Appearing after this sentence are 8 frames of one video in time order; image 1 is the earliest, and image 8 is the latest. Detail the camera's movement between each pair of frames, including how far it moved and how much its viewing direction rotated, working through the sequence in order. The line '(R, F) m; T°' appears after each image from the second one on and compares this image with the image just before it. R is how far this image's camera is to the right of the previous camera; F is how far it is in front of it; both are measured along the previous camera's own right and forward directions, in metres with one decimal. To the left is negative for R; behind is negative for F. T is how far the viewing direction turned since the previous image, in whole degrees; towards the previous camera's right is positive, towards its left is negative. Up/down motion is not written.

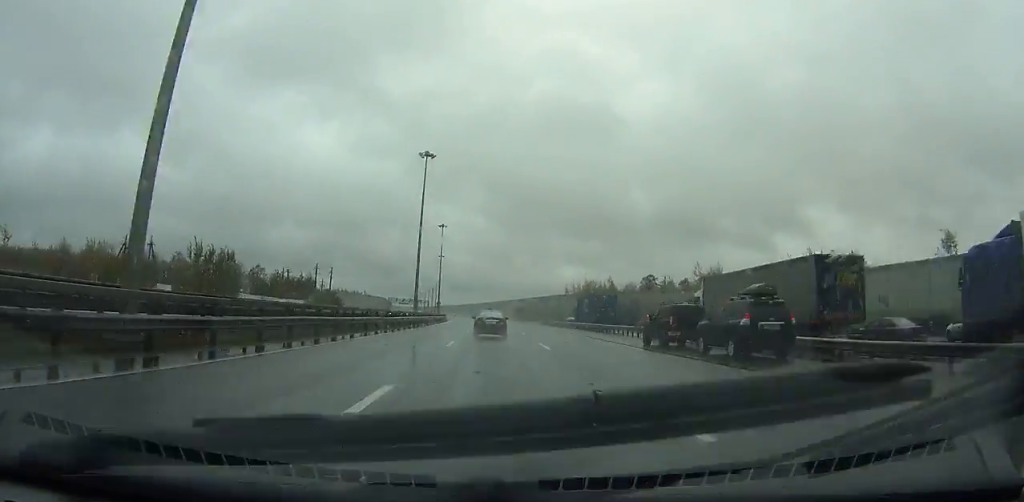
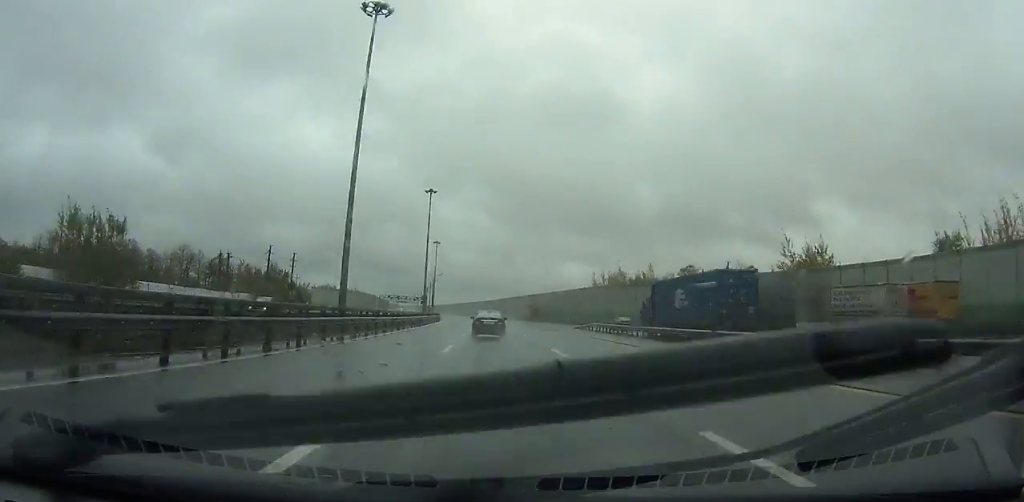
(+0.2, +36.2) m; 0°
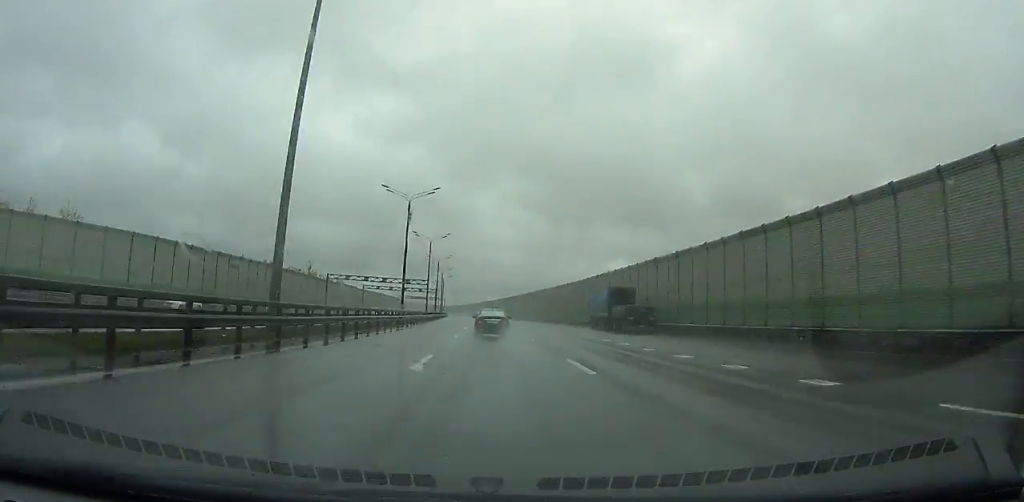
(-3.1, +135.1) m; -4°
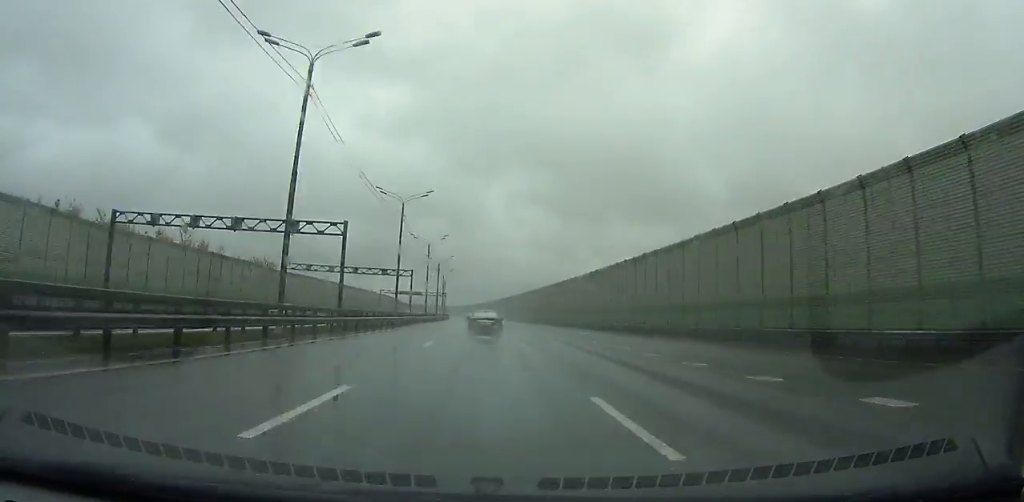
(-2.1, +72.2) m; -2°
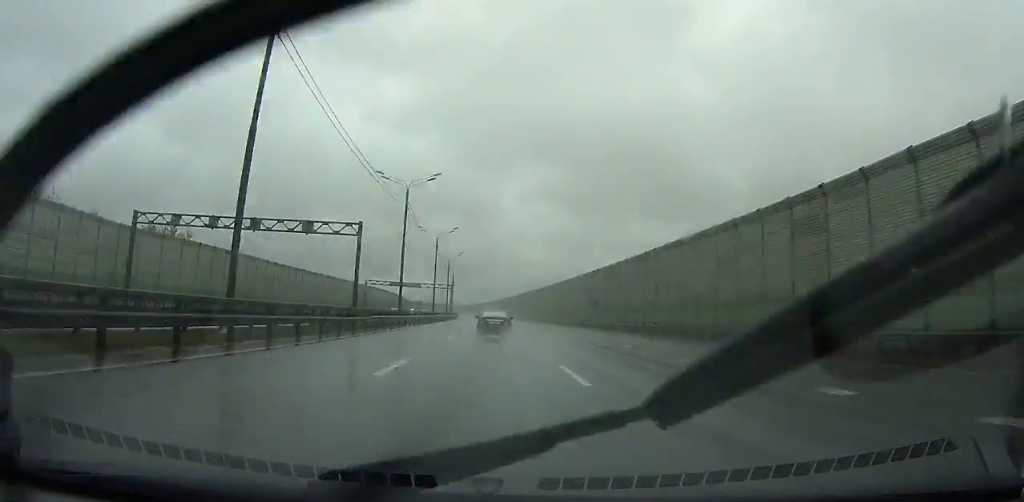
(-0.6, +43.1) m; -1°
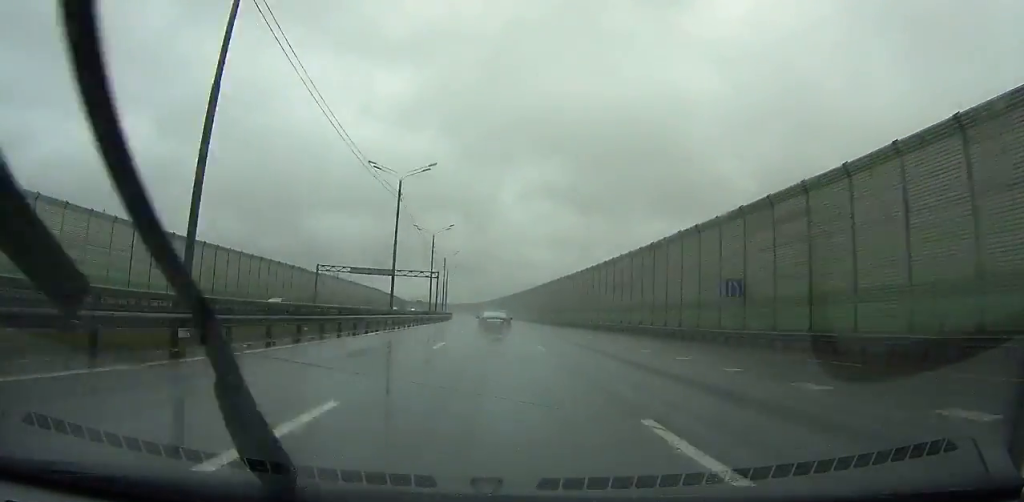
(-0.3, +40.2) m; -1°
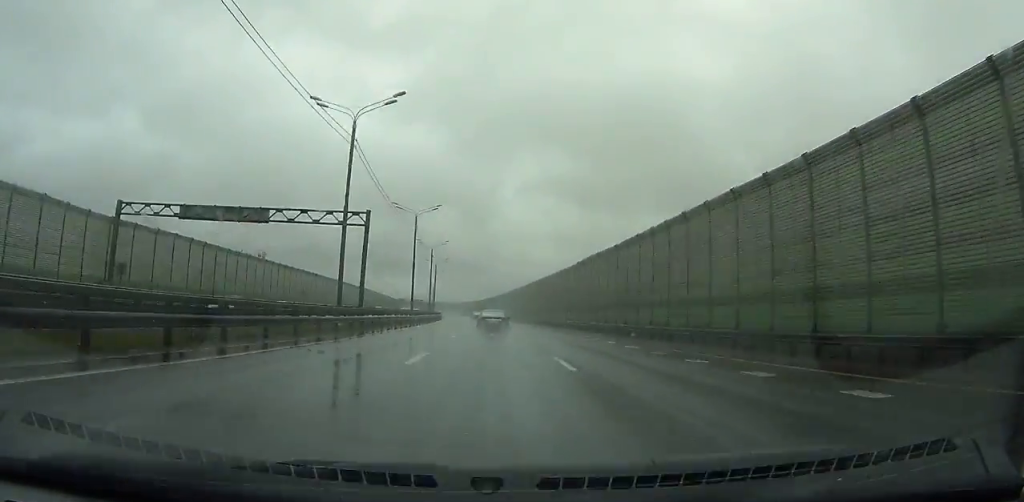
(-0.3, +52.0) m; -1°
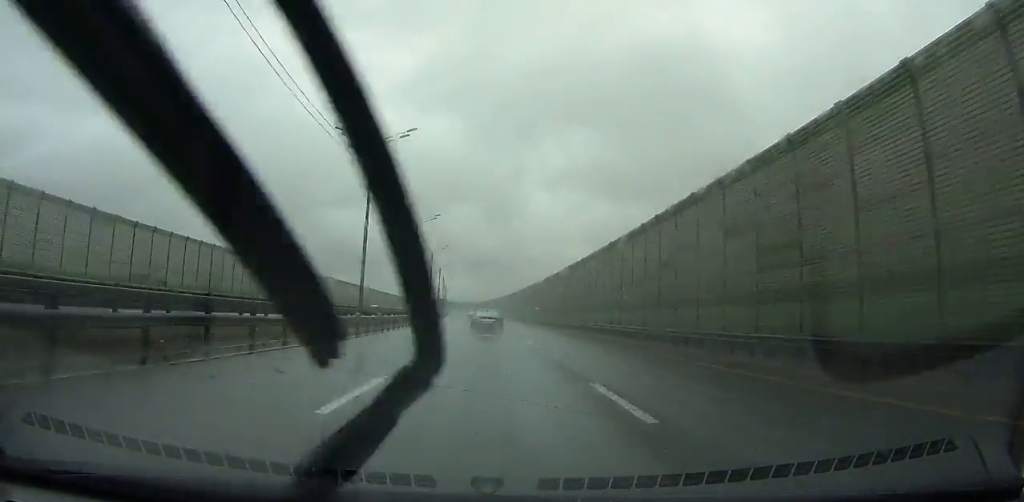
(-2.3, +102.6) m; -3°
